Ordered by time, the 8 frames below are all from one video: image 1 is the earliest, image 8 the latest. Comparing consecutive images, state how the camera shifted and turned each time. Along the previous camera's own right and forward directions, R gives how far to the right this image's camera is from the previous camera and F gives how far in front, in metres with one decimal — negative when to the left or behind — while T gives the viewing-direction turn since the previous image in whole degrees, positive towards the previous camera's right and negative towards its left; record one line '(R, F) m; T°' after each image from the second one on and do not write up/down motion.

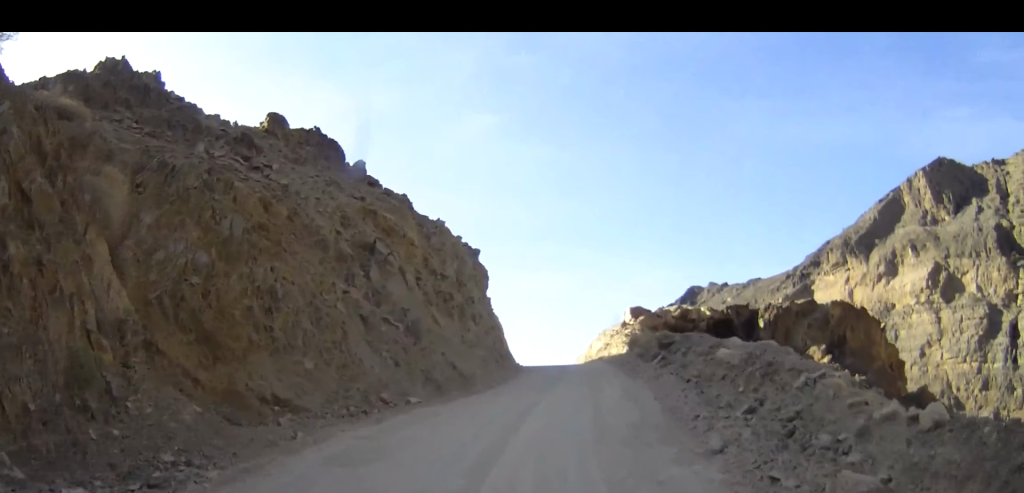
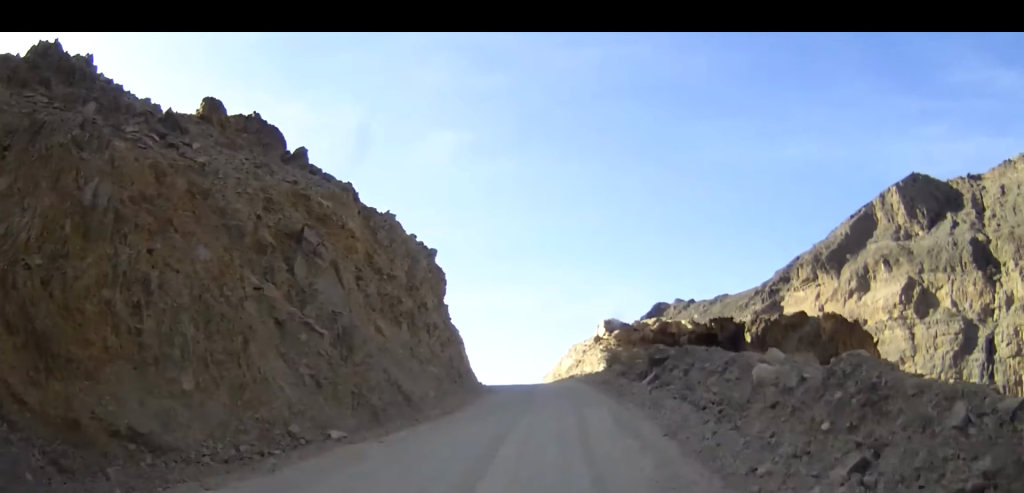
(+0.1, +4.2) m; +3°
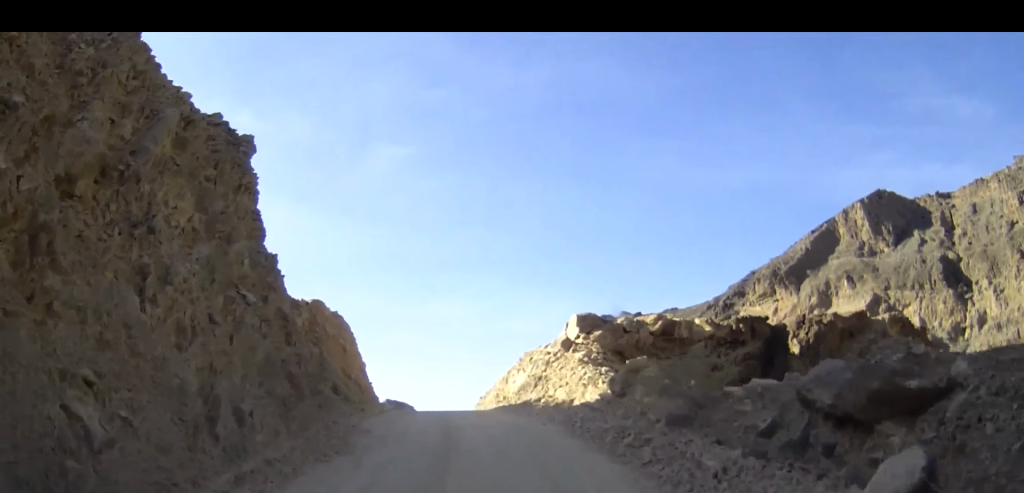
(+1.0, +16.0) m; +4°
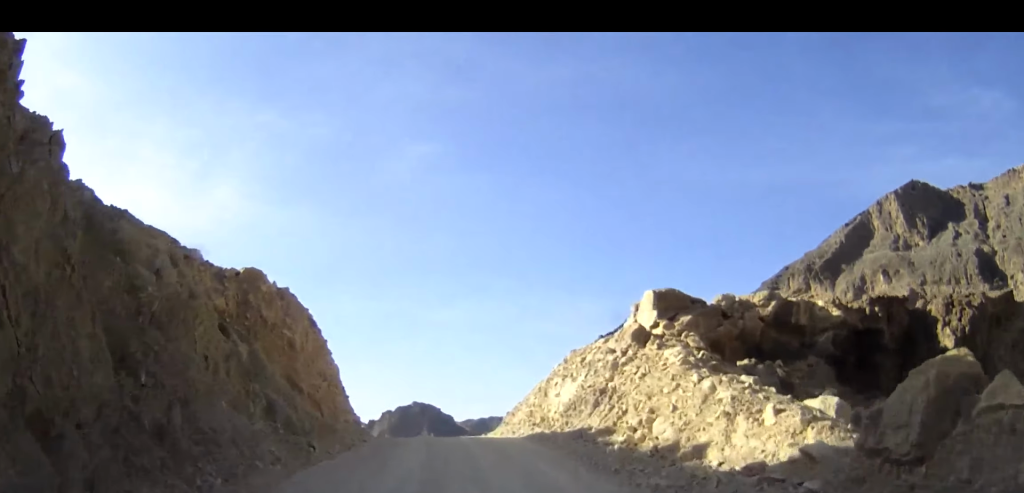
(-0.1, +9.7) m; -2°
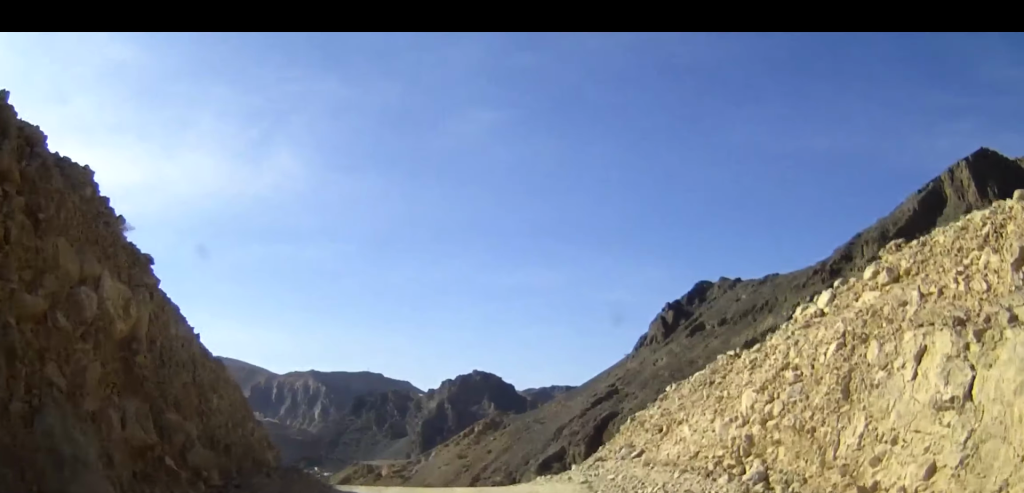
(-0.9, +17.2) m; -6°
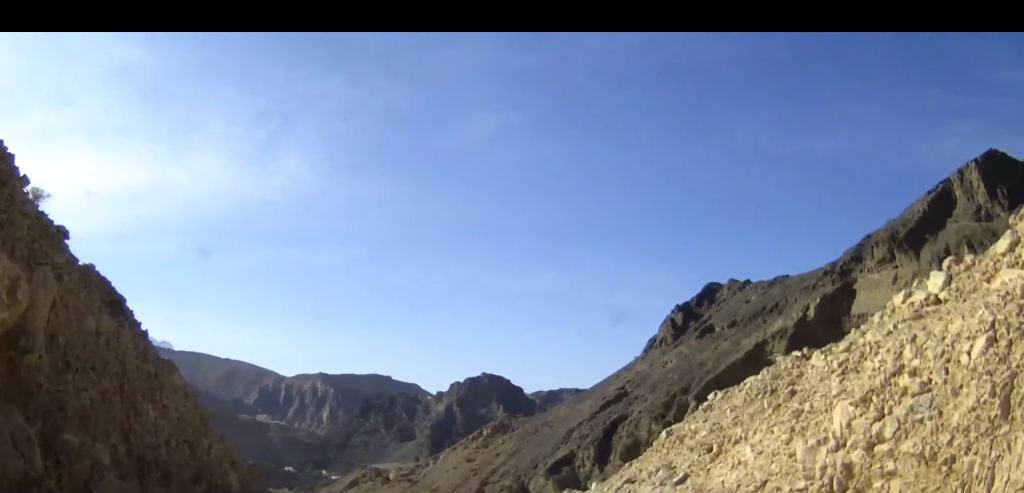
(-0.1, +2.3) m; -1°
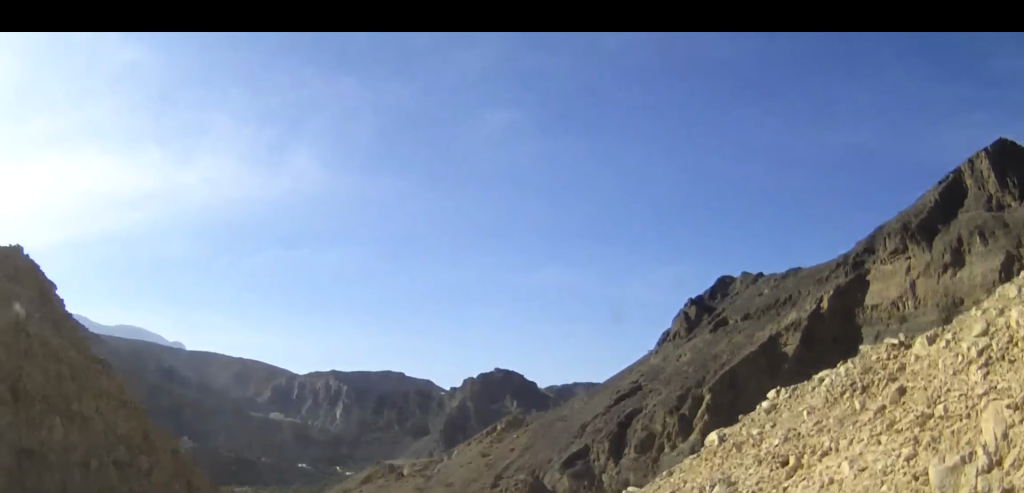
(0.0, +2.0) m; -1°
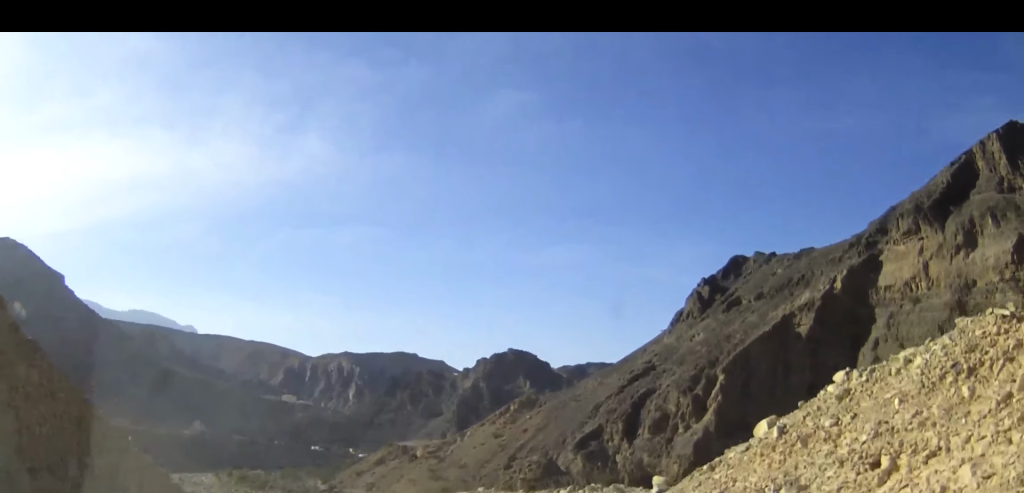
(0.0, +1.6) m; 0°
